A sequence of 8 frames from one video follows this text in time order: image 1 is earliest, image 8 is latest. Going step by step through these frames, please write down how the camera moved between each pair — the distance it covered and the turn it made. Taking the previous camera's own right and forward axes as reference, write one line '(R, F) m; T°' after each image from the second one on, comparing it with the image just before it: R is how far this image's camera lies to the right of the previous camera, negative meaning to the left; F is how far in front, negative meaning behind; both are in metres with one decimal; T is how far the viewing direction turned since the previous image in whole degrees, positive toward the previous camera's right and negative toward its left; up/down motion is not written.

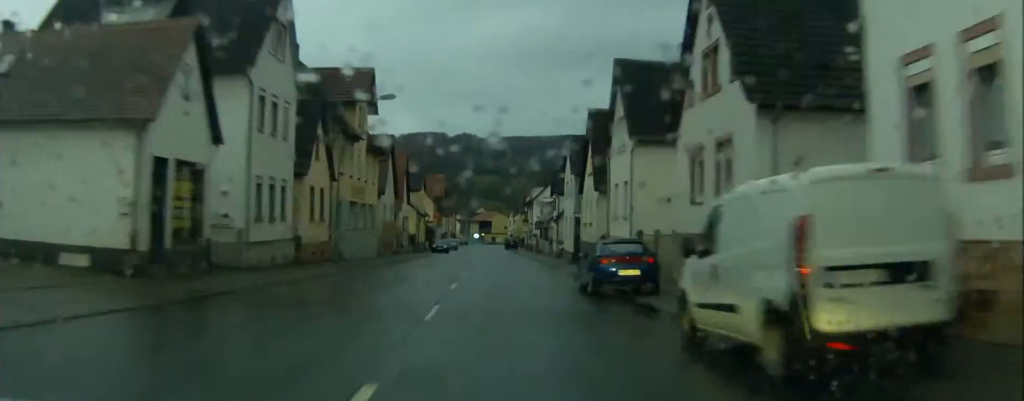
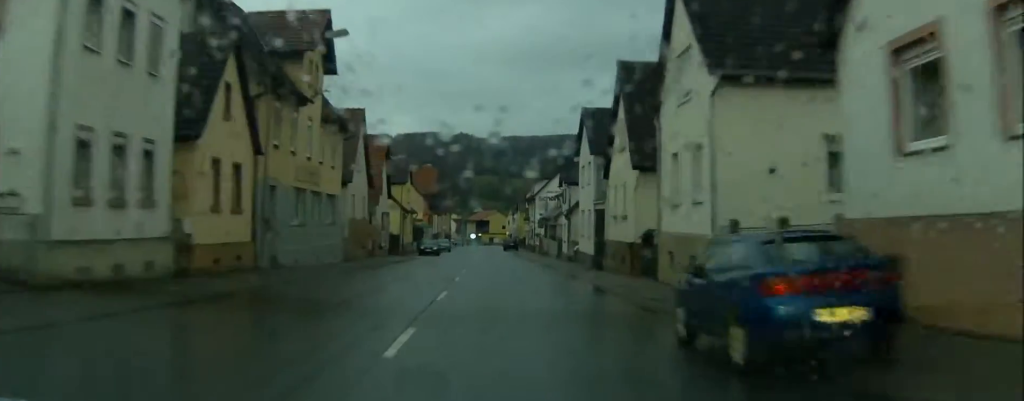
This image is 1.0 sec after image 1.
(+0.3, +13.4) m; 0°
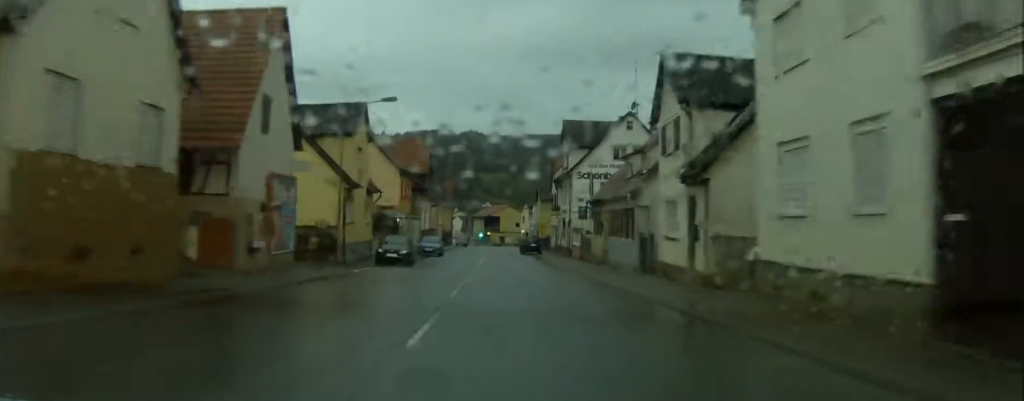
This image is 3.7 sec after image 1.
(-0.4, +34.3) m; 0°
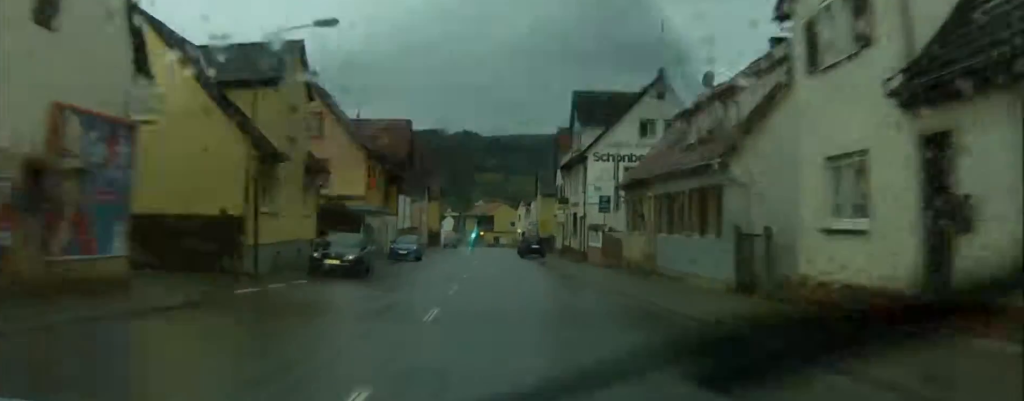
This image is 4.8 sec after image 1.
(+0.3, +14.5) m; 0°
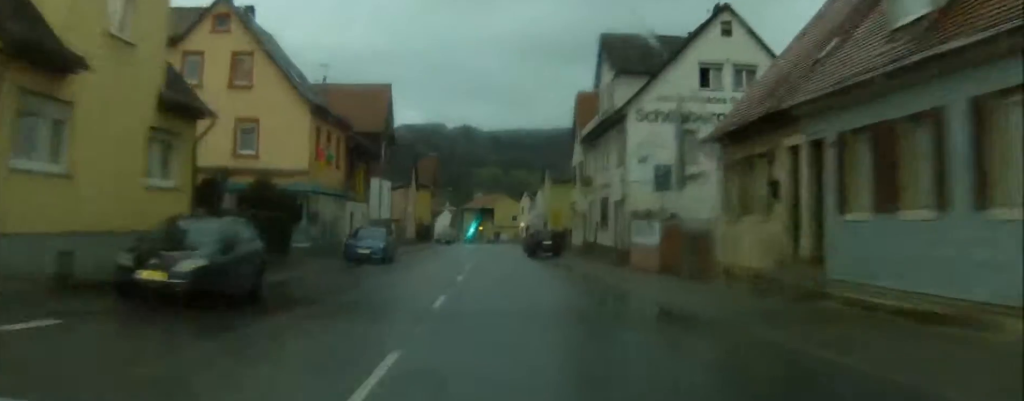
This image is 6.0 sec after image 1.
(-0.2, +15.4) m; 0°
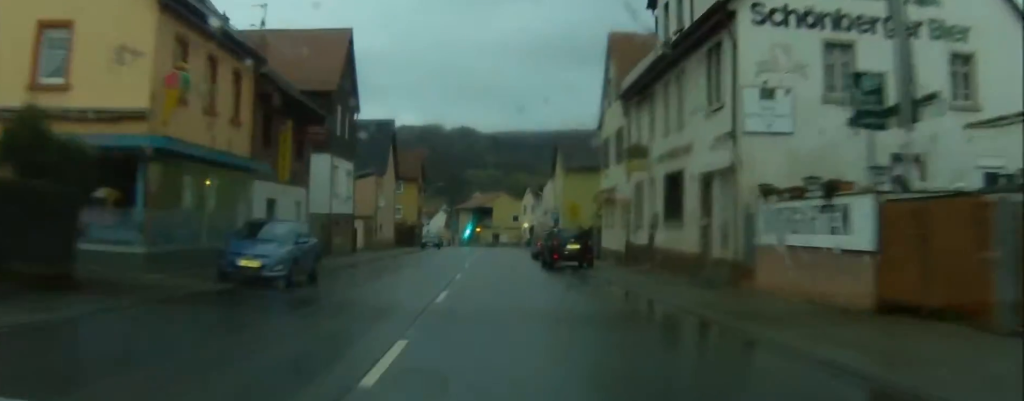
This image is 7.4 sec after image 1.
(-0.2, +17.3) m; 0°
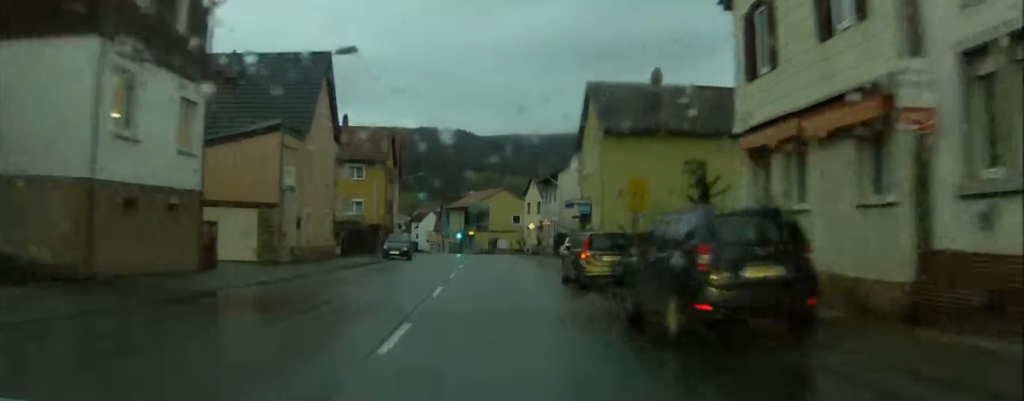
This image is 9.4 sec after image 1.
(+0.1, +24.8) m; 0°
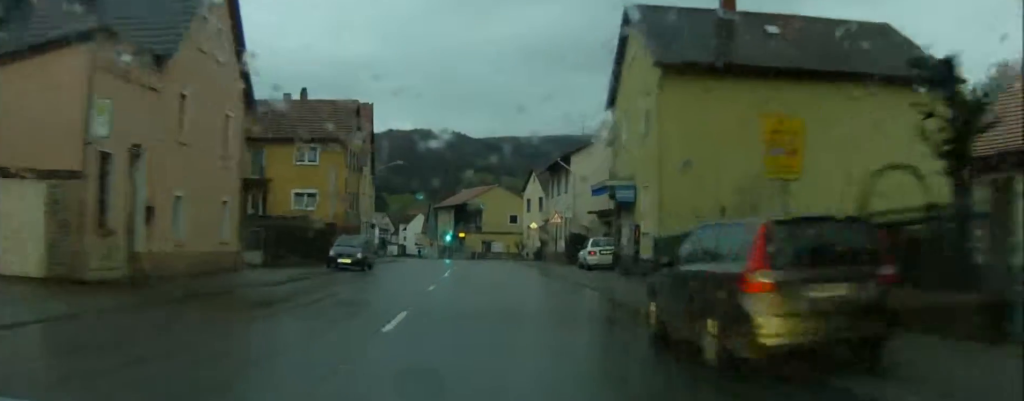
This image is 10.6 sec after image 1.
(0.0, +15.6) m; 0°
